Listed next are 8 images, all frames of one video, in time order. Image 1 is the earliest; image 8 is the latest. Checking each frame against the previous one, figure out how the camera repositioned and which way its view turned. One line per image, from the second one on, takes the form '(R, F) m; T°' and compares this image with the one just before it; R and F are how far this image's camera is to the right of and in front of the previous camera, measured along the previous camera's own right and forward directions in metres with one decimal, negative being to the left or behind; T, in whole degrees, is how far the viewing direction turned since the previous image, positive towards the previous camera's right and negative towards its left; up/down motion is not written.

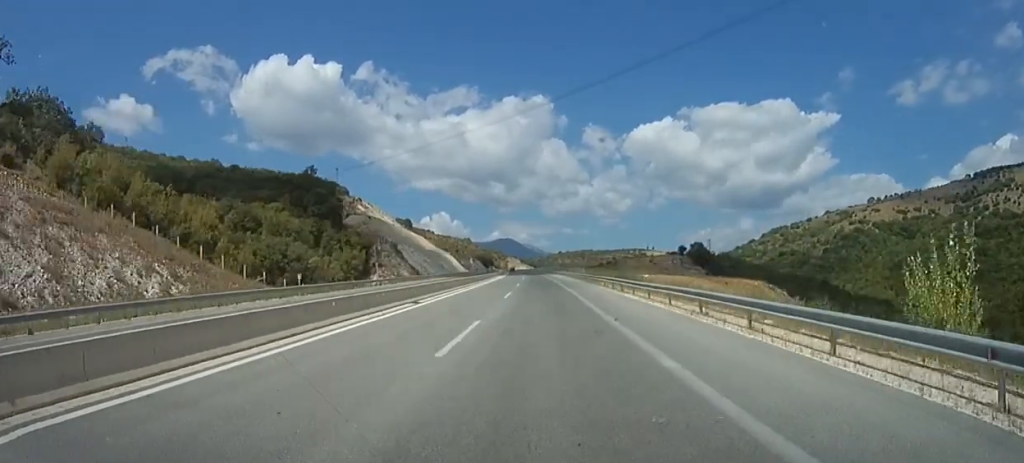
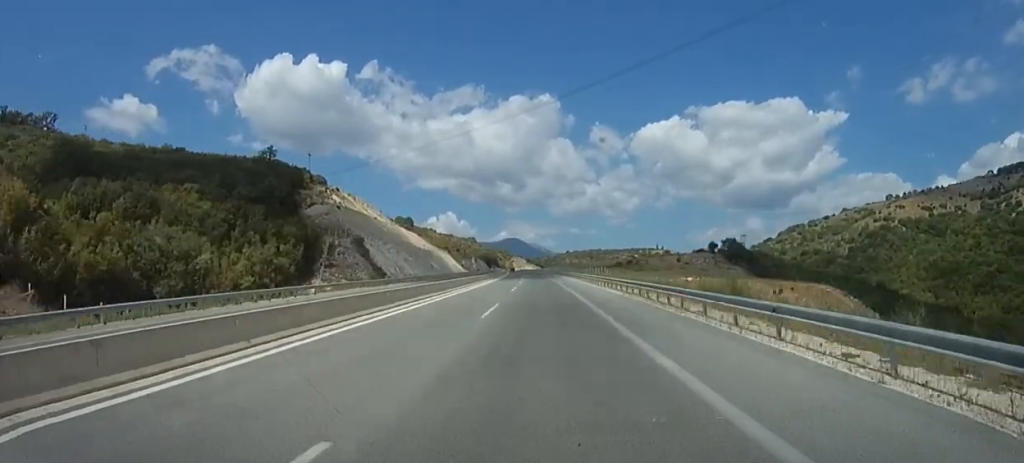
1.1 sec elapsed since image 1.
(-0.8, +30.1) m; -1°
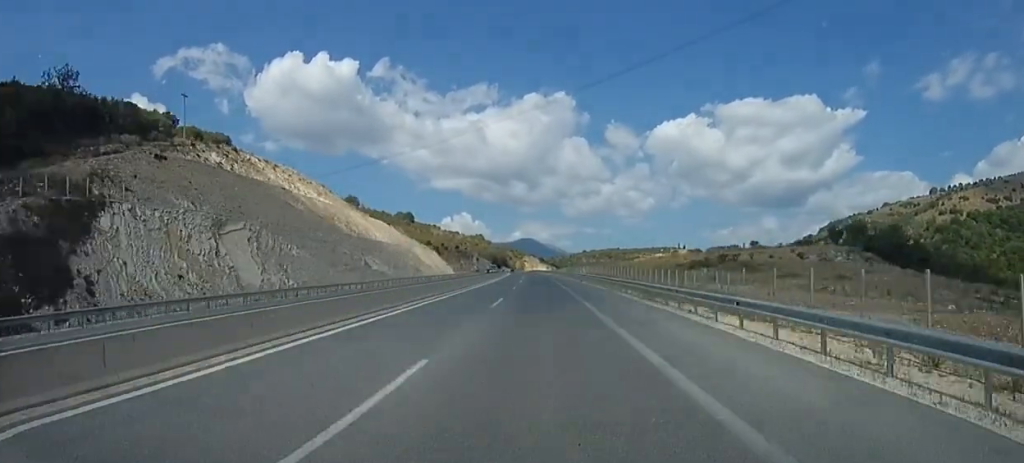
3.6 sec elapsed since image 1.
(-0.5, +69.8) m; -1°
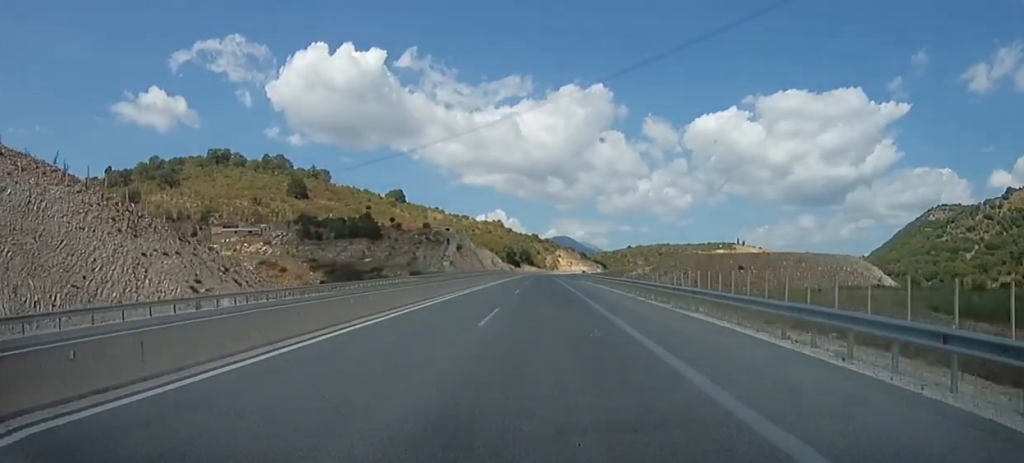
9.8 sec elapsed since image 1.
(-5.0, +173.2) m; -3°
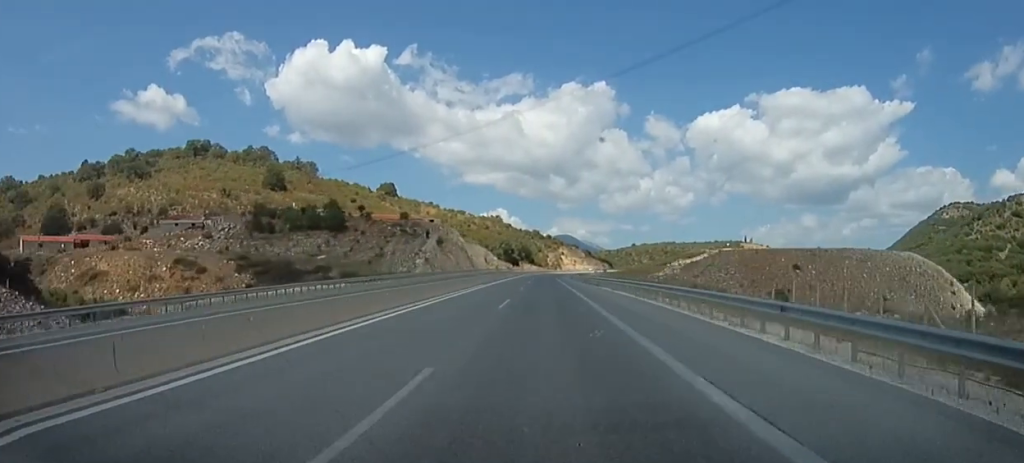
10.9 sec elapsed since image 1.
(0.0, +29.8) m; 0°
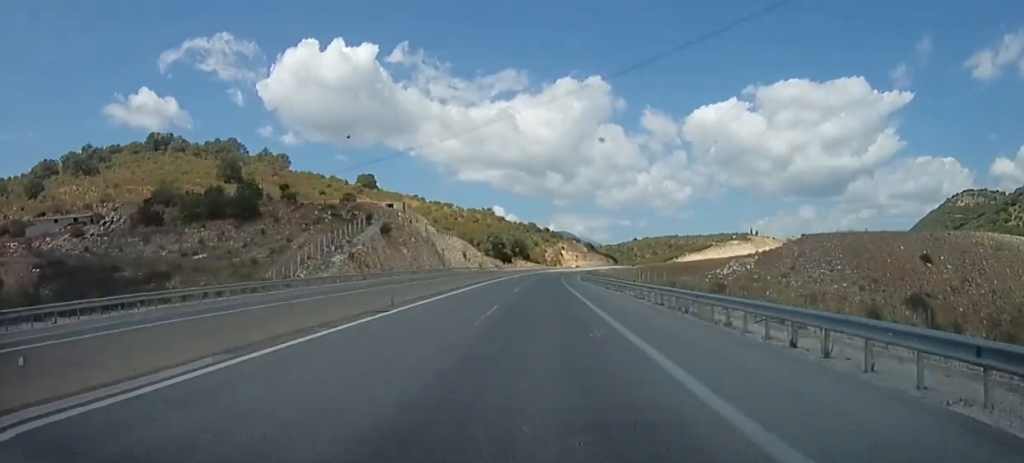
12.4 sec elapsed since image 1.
(0.0, +41.4) m; 0°
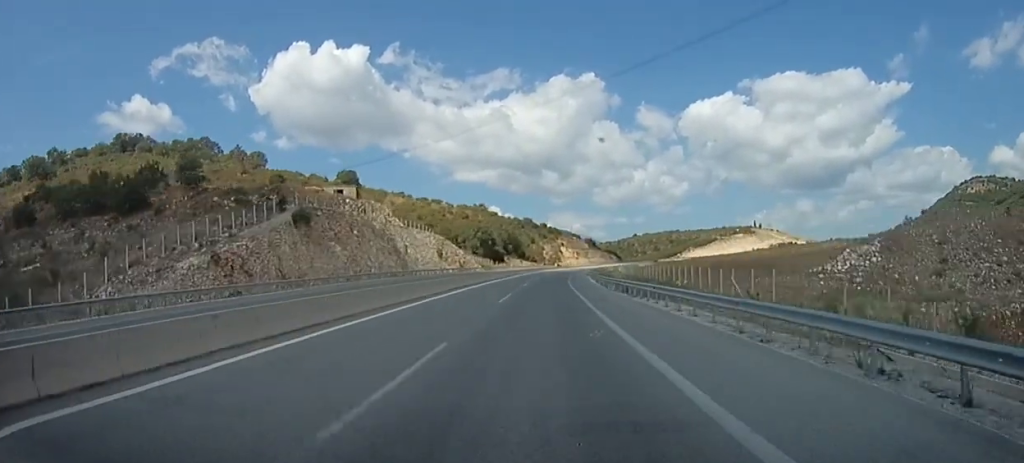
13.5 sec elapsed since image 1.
(-0.2, +30.0) m; +1°
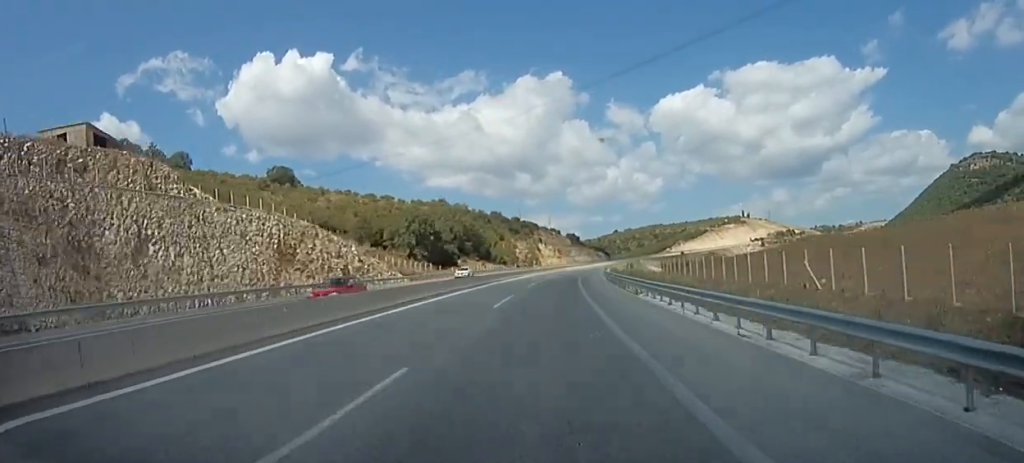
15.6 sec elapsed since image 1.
(+1.1, +58.1) m; +3°
